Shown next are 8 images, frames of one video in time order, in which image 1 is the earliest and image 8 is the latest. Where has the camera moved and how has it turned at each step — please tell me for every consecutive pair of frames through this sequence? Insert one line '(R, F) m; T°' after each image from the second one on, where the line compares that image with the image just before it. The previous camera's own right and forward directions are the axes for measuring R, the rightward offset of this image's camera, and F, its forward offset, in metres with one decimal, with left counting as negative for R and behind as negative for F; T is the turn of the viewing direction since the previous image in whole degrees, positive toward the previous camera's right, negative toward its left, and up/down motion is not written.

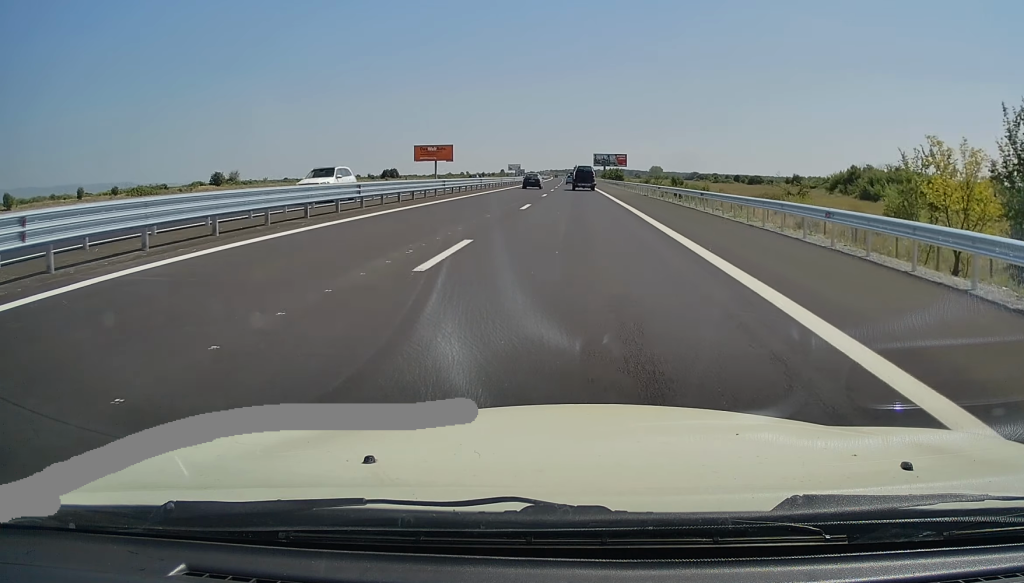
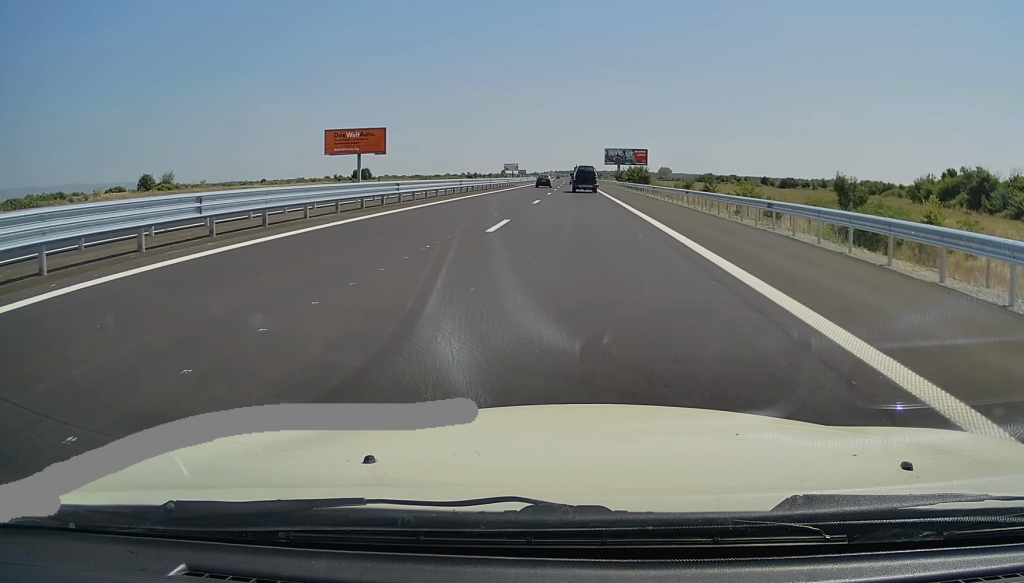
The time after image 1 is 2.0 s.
(-0.6, +59.0) m; -1°
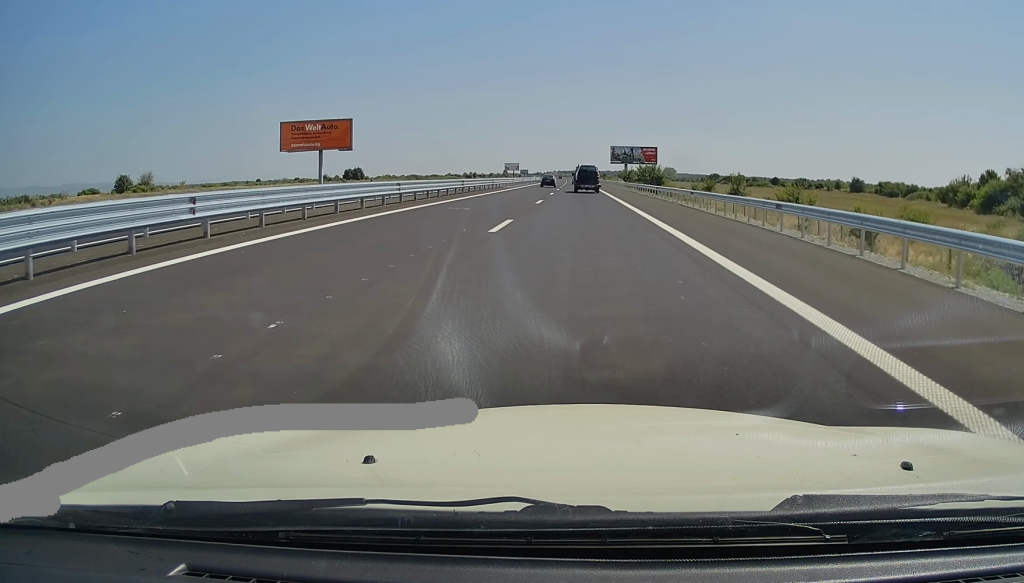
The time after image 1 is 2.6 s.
(-0.2, +16.4) m; 0°
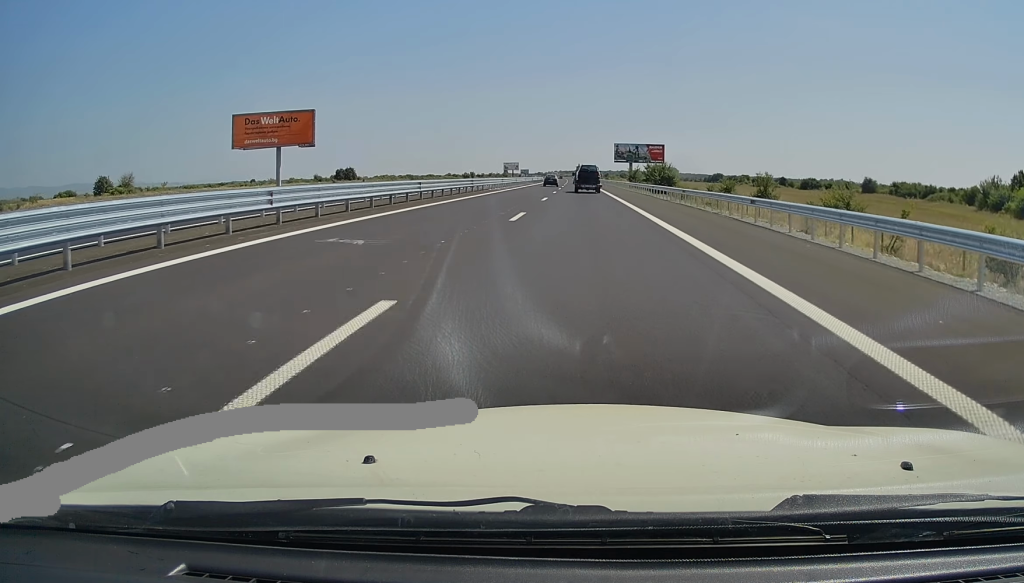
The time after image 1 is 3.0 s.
(+0.2, +12.5) m; 0°
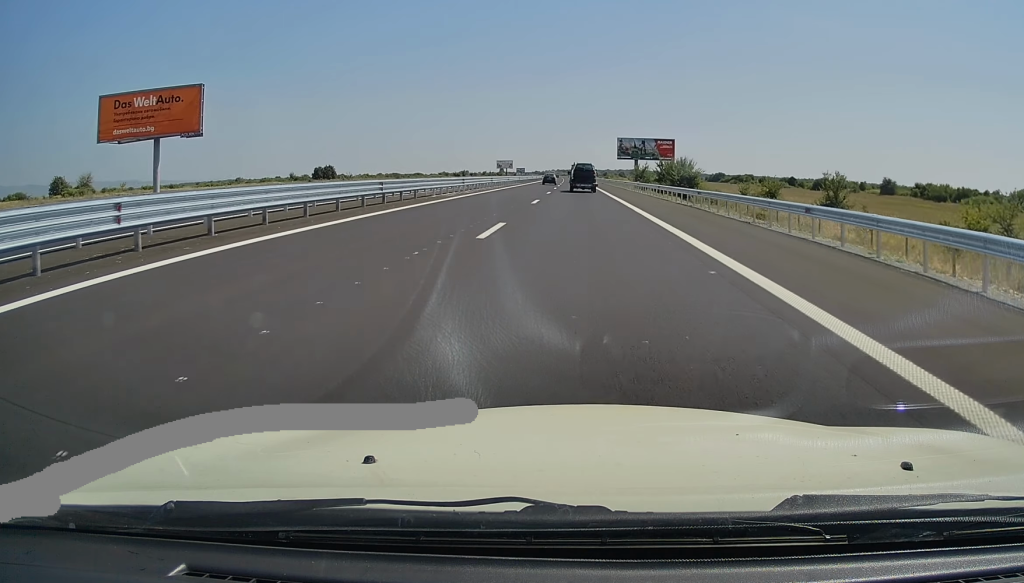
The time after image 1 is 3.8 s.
(+0.1, +22.0) m; 0°
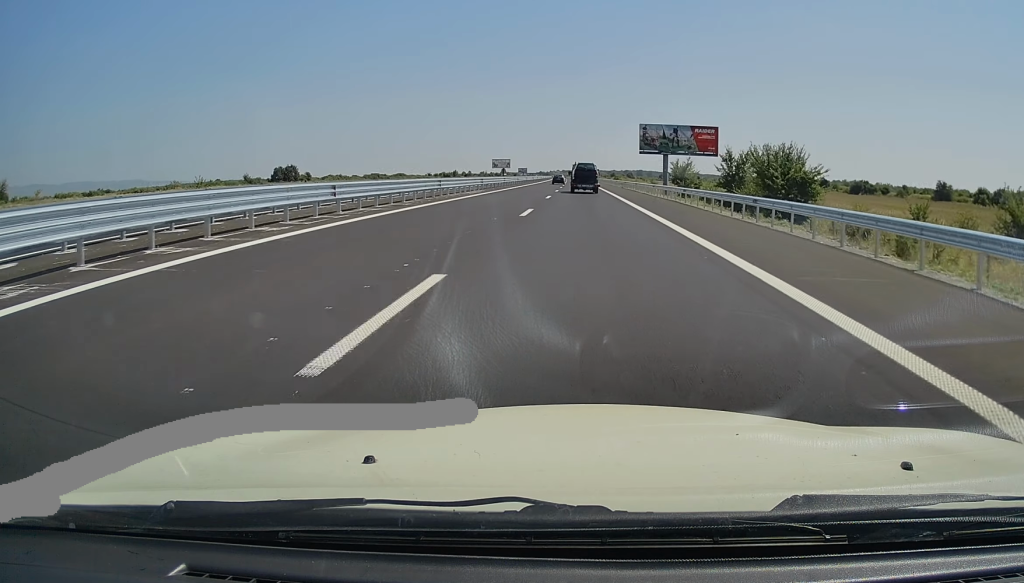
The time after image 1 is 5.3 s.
(0.0, +41.7) m; 0°
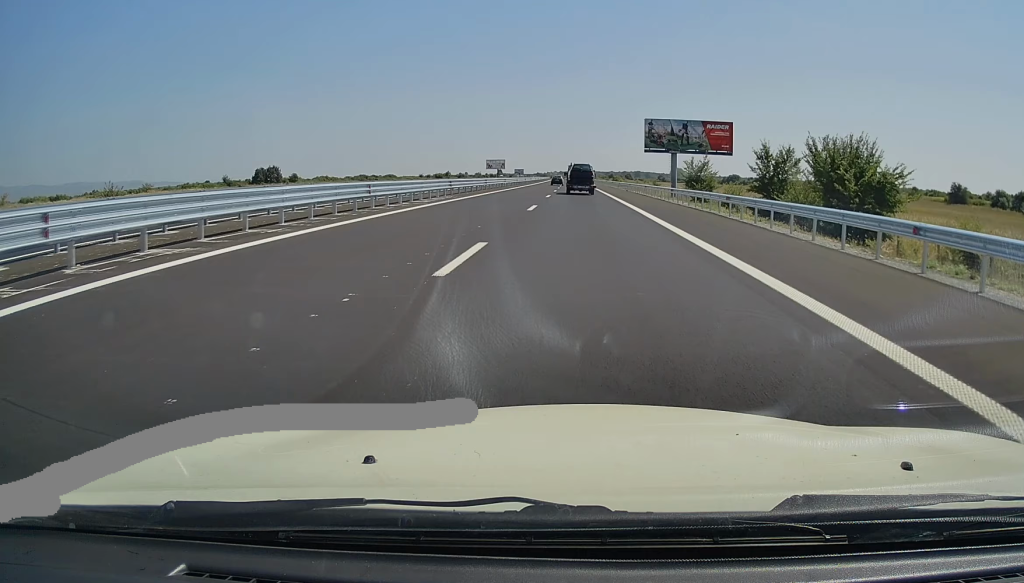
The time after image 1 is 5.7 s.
(0.0, +12.2) m; 0°
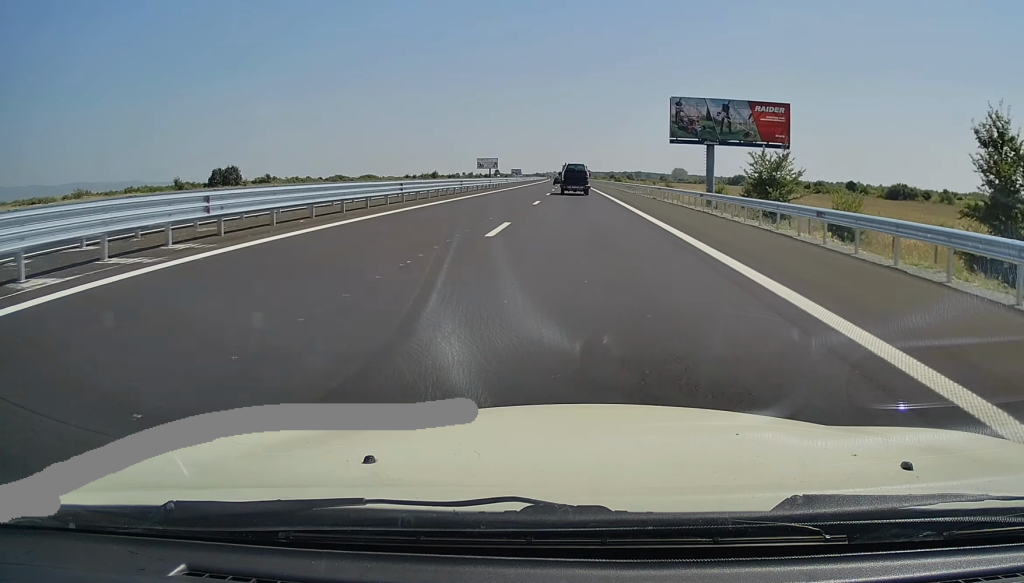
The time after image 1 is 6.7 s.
(-0.3, +27.2) m; 0°
